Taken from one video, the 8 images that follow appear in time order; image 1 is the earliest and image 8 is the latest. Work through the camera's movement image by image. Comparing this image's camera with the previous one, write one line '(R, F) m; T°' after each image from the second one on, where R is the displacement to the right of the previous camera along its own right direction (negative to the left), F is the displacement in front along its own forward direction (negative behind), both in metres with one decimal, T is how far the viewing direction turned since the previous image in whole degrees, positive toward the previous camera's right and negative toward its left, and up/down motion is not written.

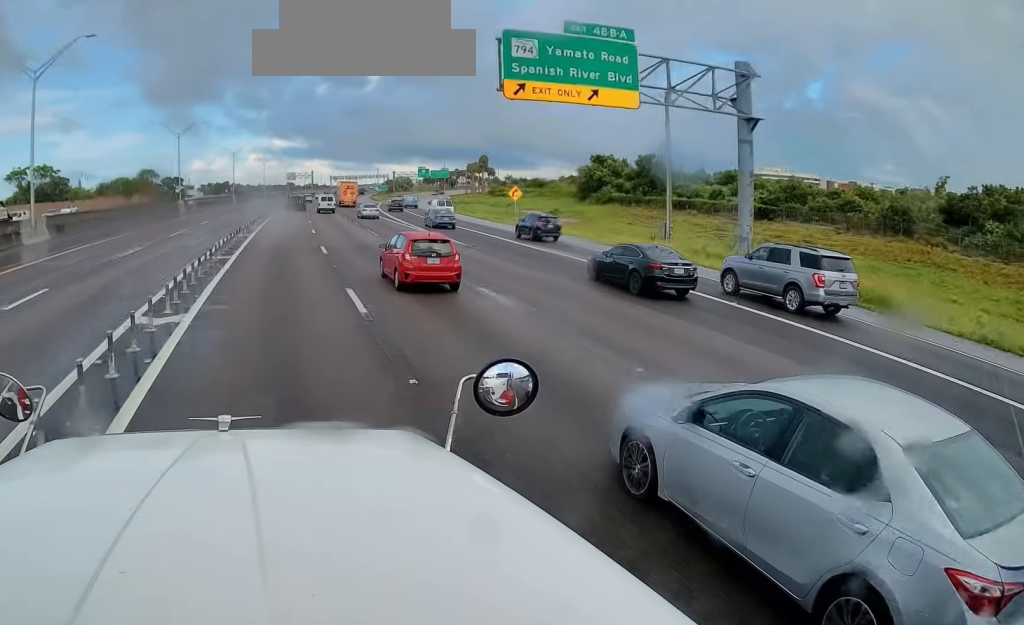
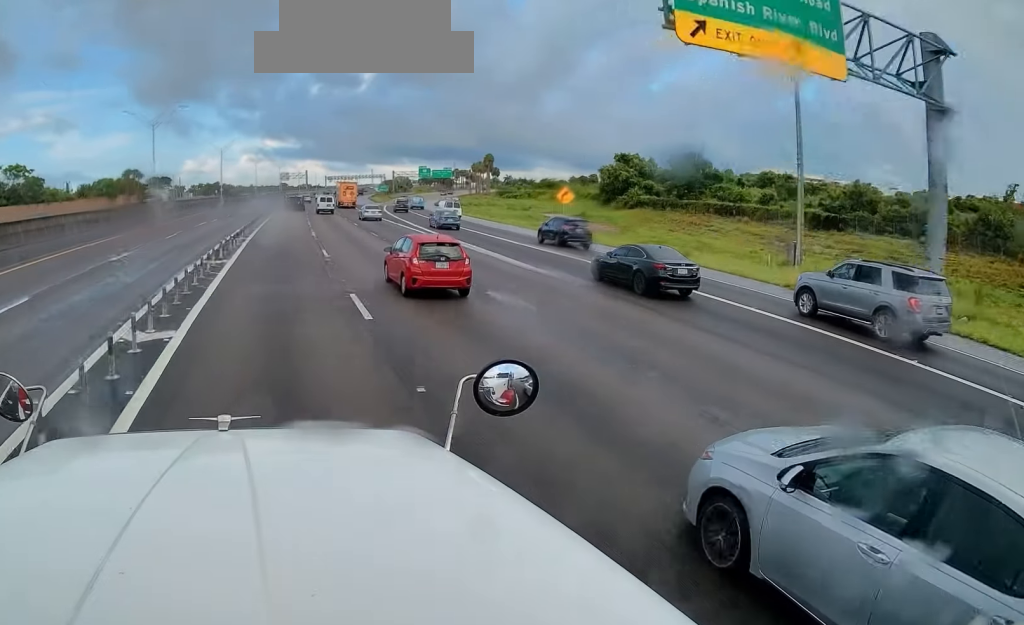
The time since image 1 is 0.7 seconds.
(+0.1, +14.2) m; +1°
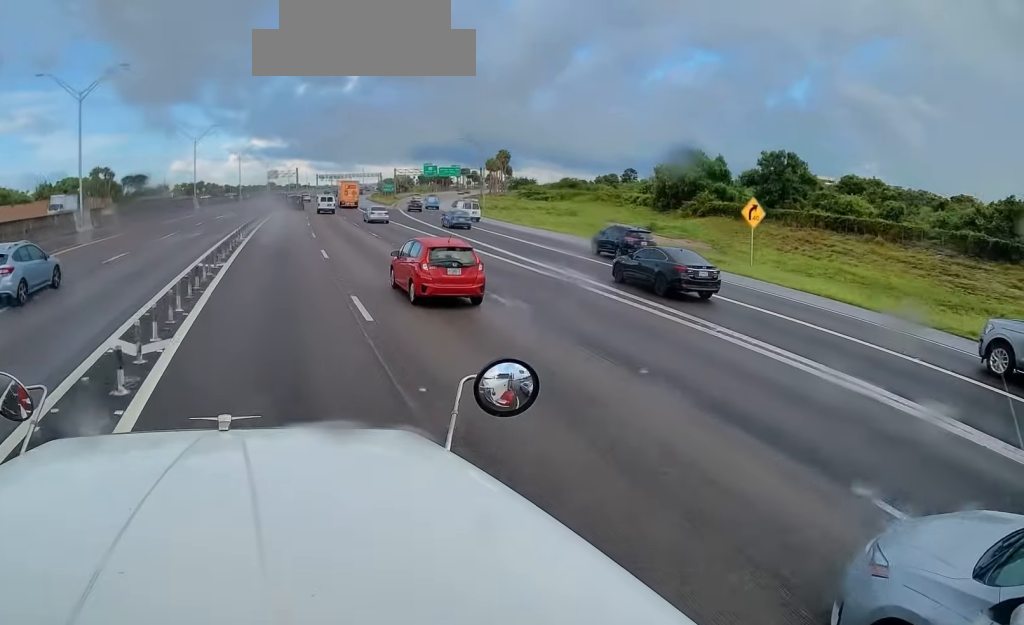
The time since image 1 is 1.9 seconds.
(+0.5, +24.0) m; +2°
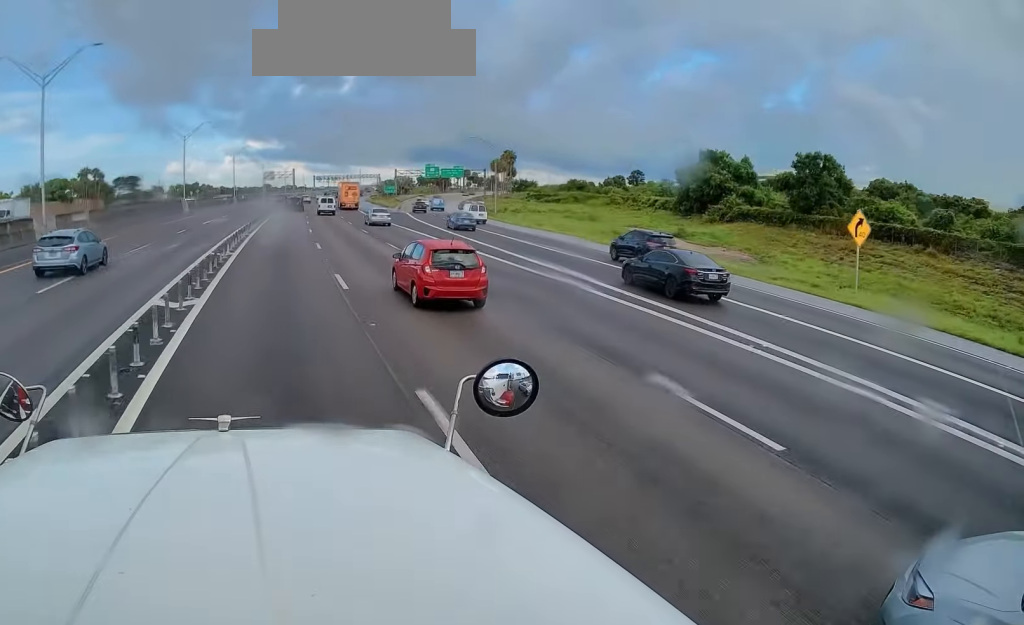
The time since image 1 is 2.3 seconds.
(+0.1, +8.3) m; 0°
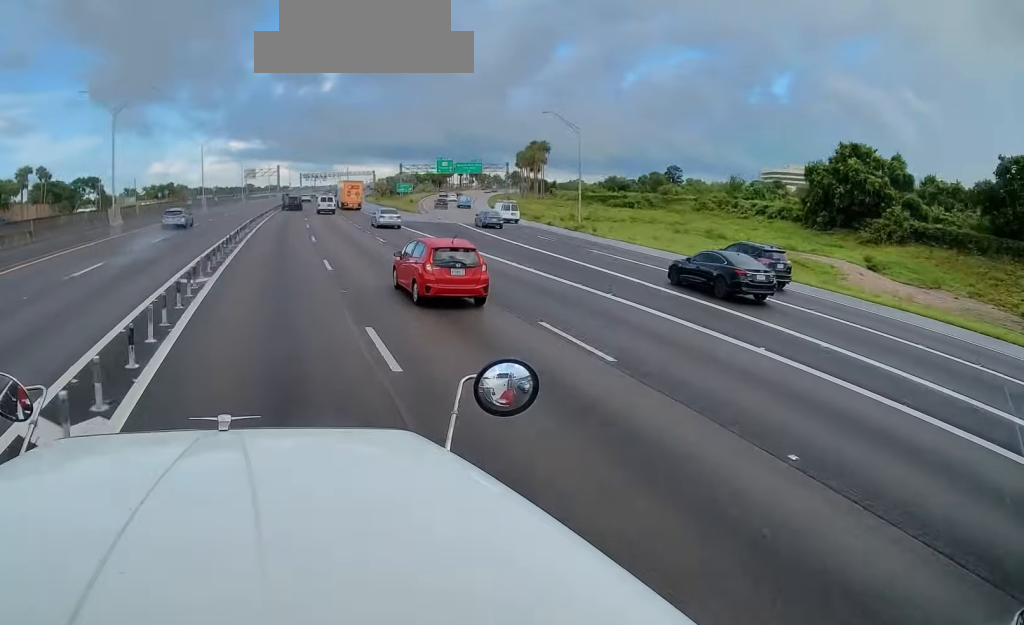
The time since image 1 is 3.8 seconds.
(0.0, +31.9) m; +1°
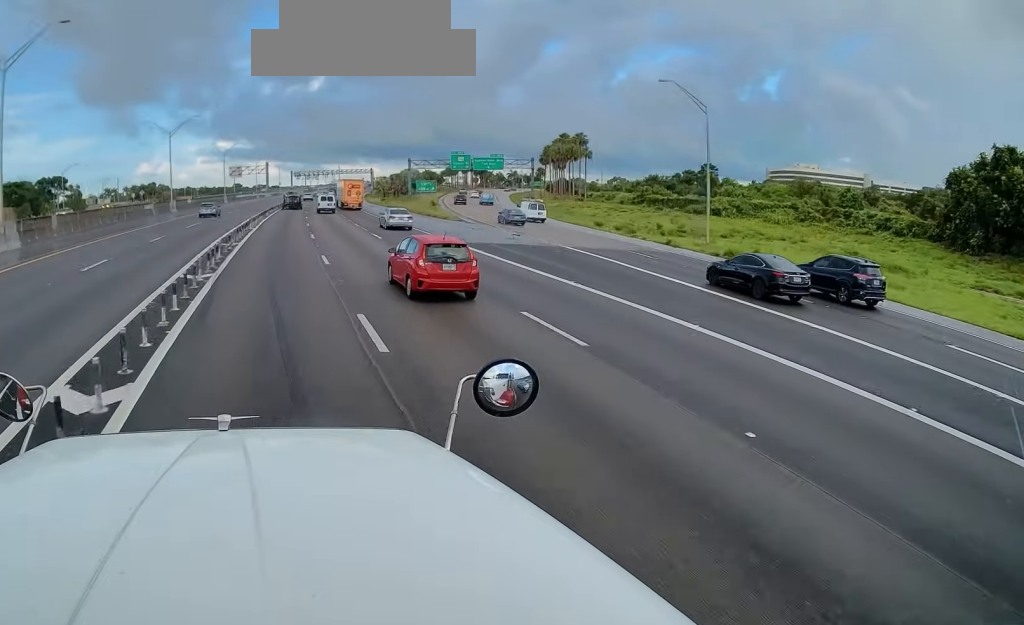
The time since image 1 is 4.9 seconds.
(+0.3, +23.3) m; +1°
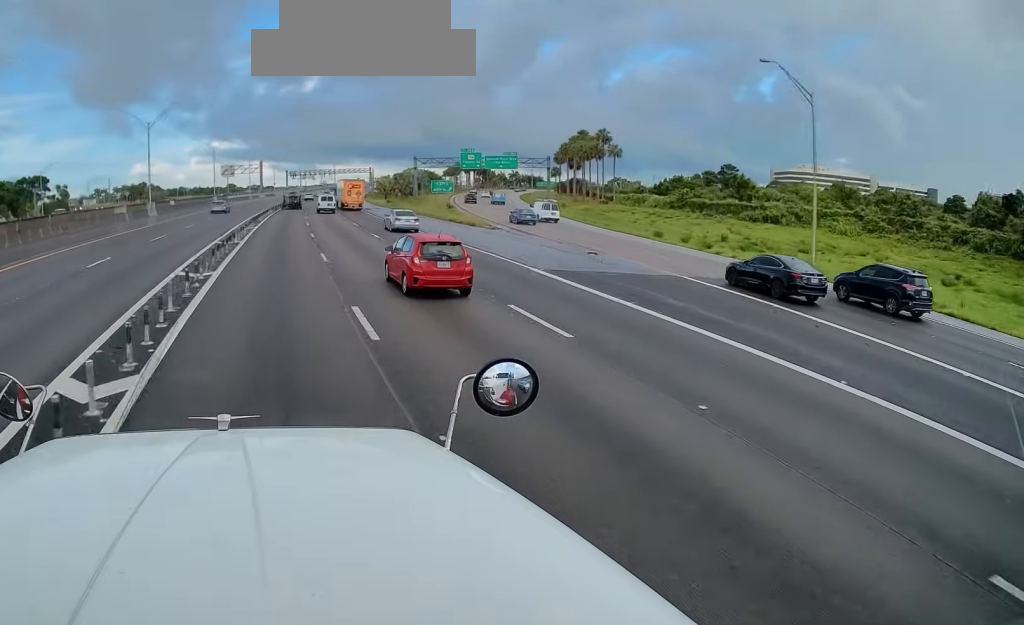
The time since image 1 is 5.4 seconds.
(+0.1, +11.5) m; +1°
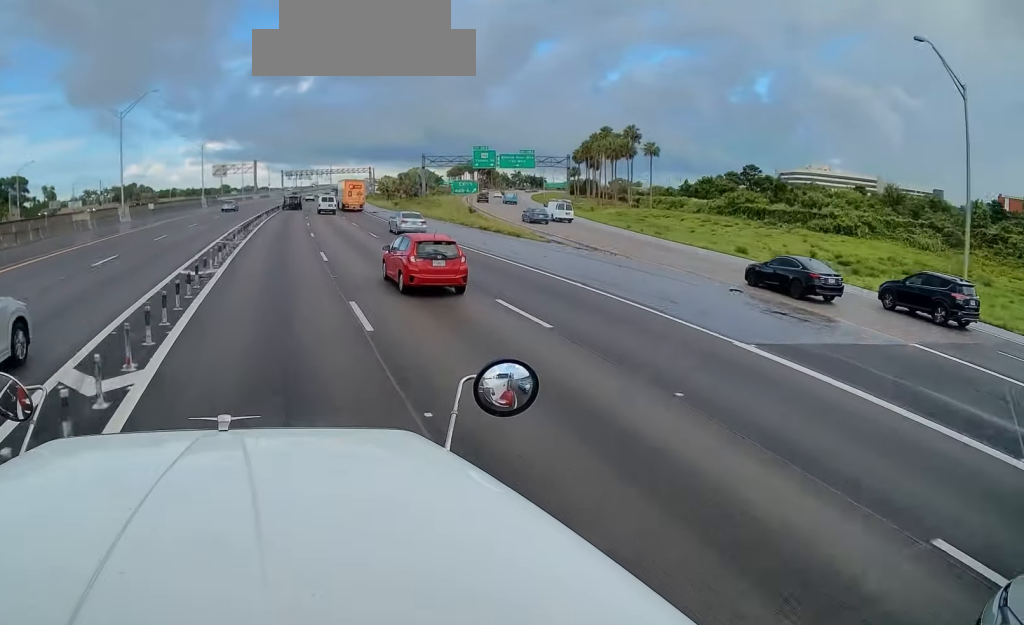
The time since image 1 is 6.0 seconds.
(-0.1, +11.7) m; +1°
